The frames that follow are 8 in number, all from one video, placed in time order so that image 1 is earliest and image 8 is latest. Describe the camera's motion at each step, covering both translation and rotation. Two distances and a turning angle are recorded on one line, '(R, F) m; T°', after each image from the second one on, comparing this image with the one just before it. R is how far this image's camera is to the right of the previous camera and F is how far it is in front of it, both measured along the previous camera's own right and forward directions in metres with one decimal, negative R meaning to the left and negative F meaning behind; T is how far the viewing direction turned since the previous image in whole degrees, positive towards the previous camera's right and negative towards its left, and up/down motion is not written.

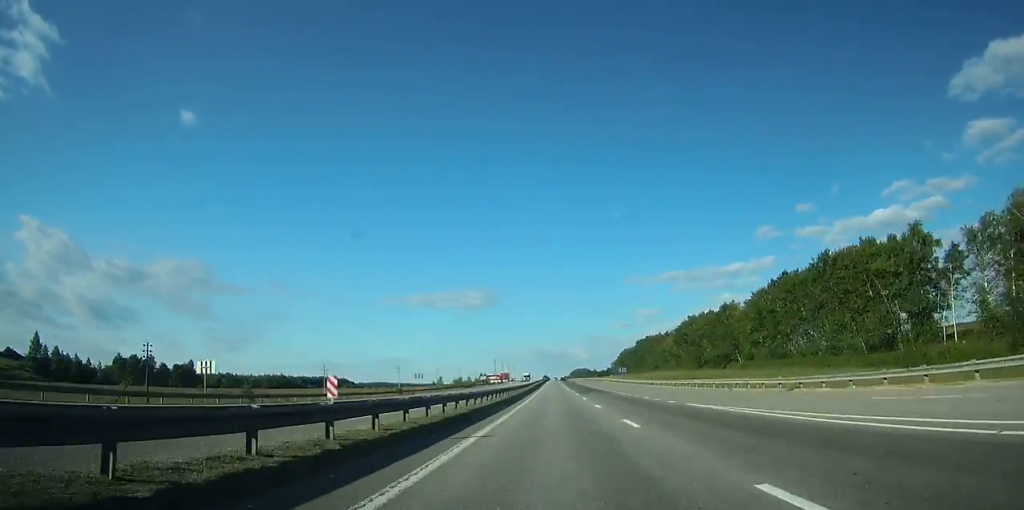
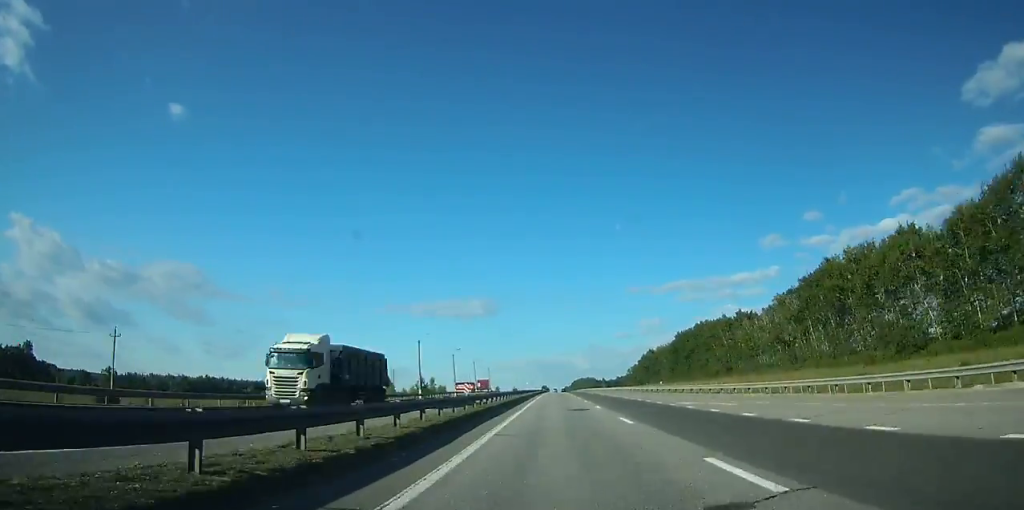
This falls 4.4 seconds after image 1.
(-0.1, +129.1) m; 0°
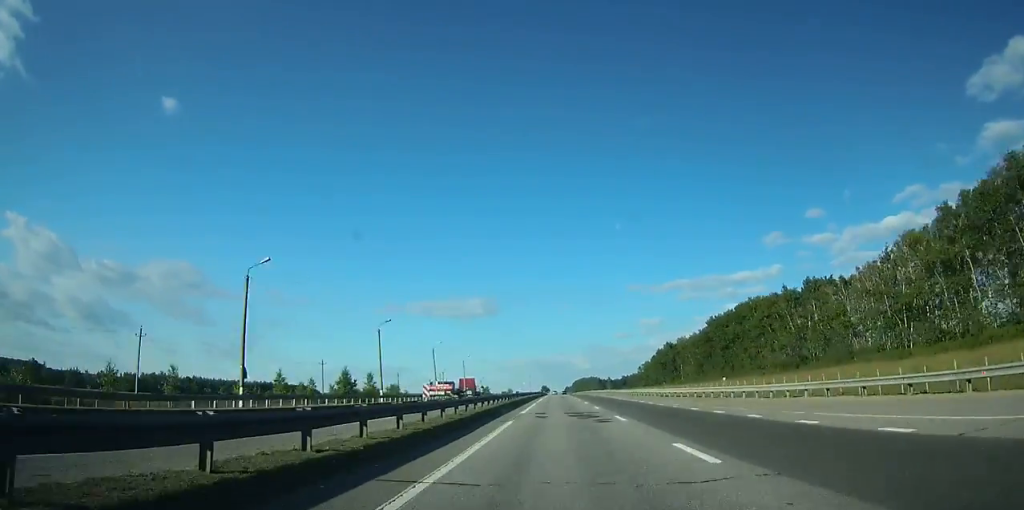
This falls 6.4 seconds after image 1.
(0.0, +60.8) m; 0°
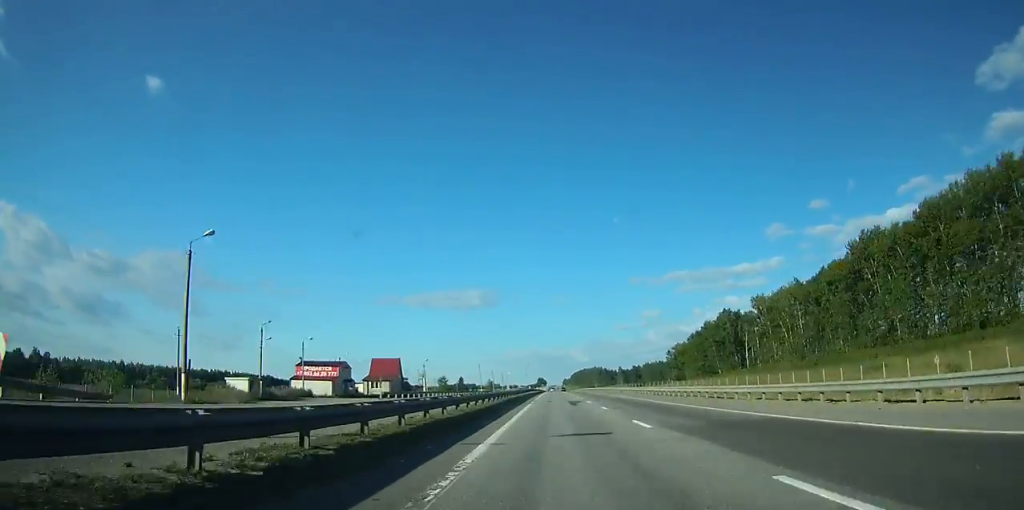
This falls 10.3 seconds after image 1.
(+0.5, +119.5) m; 0°
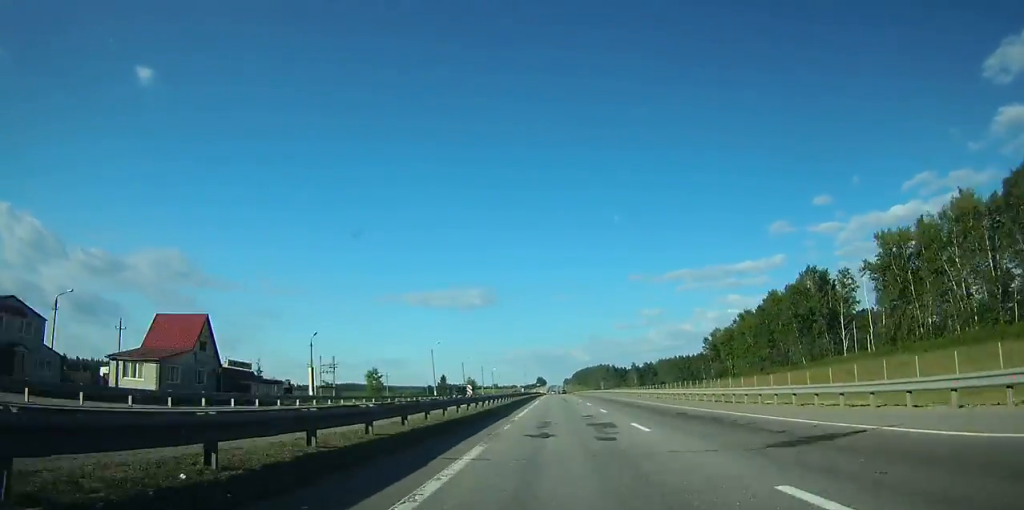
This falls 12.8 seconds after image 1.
(-0.1, +70.9) m; 0°
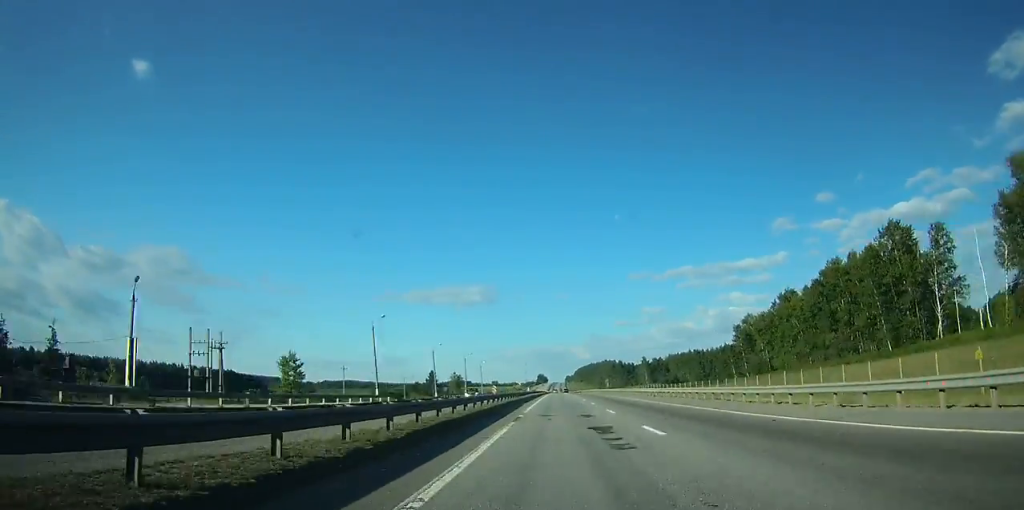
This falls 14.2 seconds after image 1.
(0.0, +37.6) m; 0°
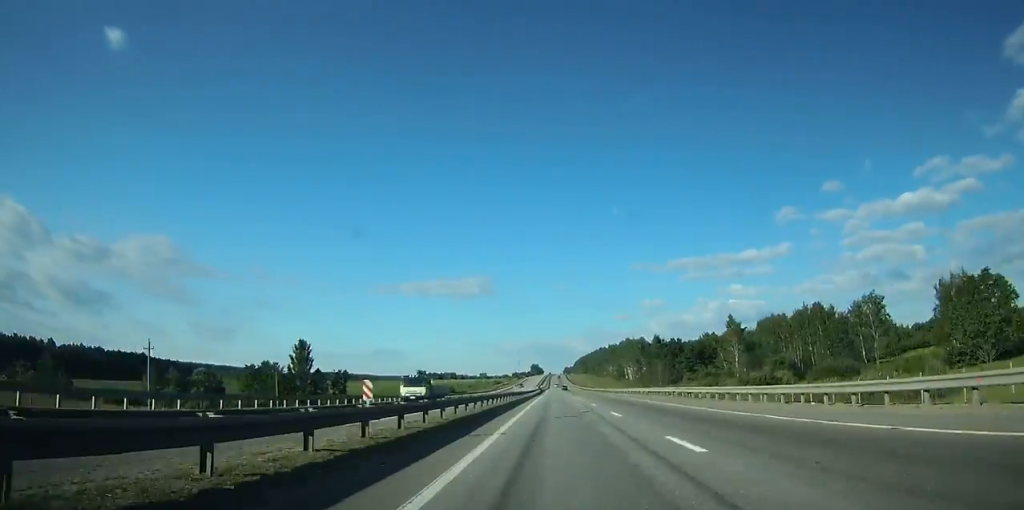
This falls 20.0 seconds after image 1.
(+0.2, +157.5) m; 0°
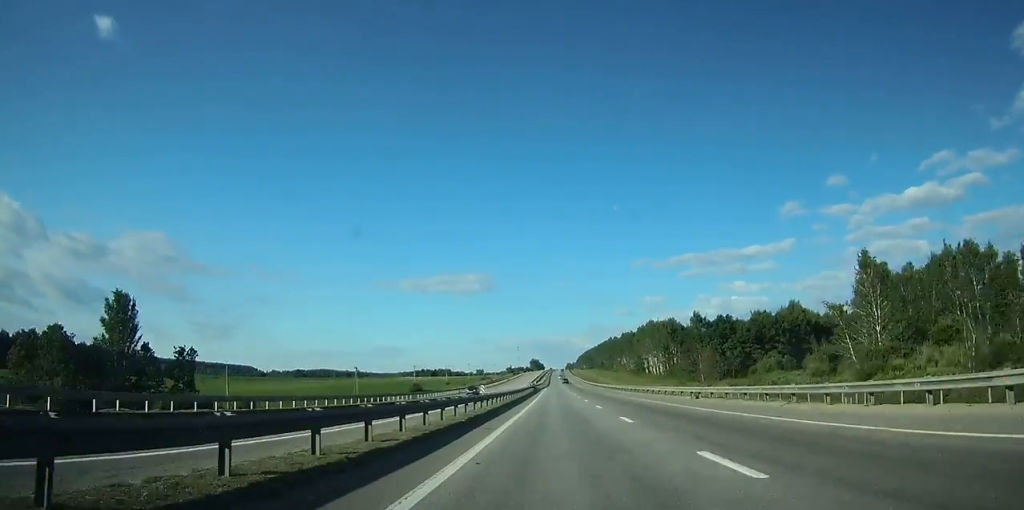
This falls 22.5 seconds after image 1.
(+0.1, +68.0) m; 0°
